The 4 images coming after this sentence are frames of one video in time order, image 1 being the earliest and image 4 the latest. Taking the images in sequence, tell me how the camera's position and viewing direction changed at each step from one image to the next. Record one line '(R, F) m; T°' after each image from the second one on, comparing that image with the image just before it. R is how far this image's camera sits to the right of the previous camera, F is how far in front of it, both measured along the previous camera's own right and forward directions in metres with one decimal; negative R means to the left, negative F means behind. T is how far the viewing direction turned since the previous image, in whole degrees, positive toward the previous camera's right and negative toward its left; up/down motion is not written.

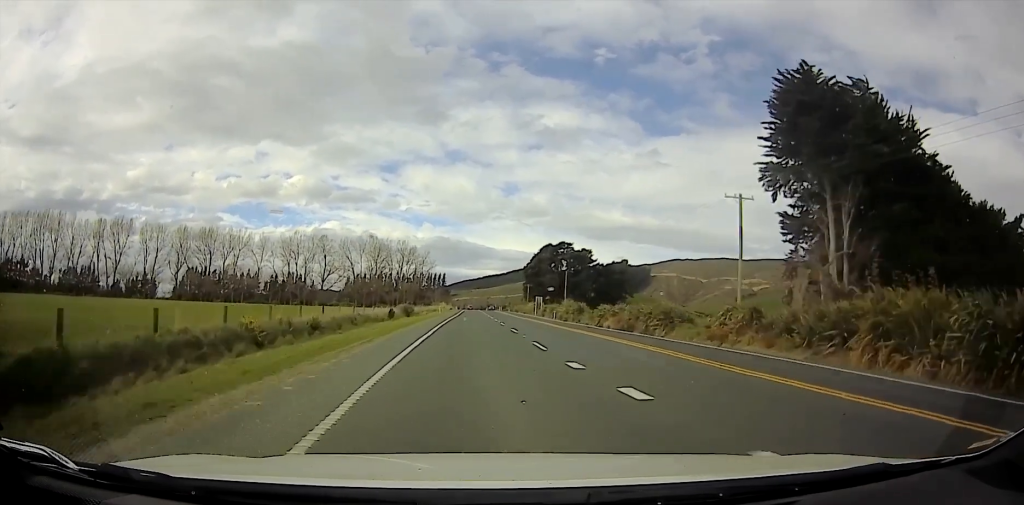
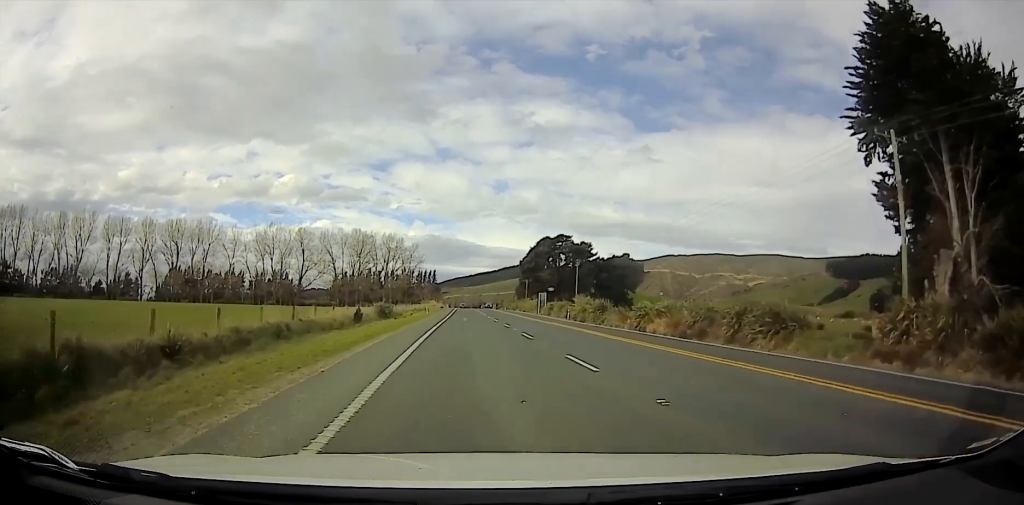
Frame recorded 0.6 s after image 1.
(0.0, +16.5) m; -1°
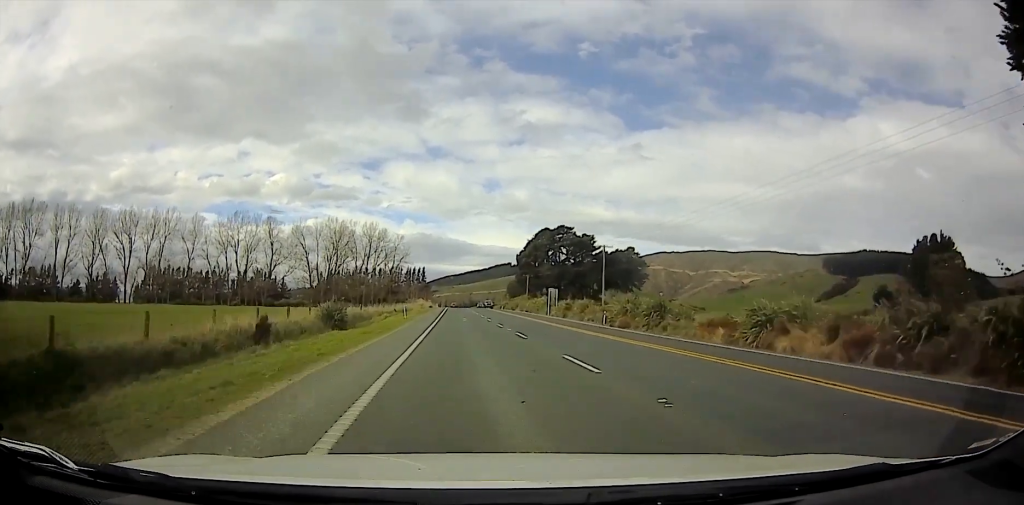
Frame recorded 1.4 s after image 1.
(-0.4, +21.0) m; -2°
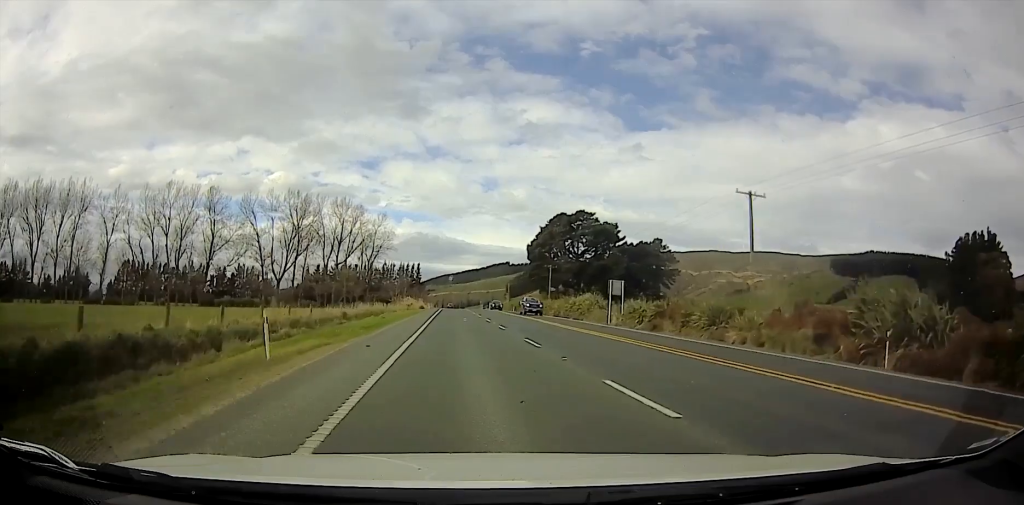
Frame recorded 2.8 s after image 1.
(-0.2, +41.8) m; 0°
